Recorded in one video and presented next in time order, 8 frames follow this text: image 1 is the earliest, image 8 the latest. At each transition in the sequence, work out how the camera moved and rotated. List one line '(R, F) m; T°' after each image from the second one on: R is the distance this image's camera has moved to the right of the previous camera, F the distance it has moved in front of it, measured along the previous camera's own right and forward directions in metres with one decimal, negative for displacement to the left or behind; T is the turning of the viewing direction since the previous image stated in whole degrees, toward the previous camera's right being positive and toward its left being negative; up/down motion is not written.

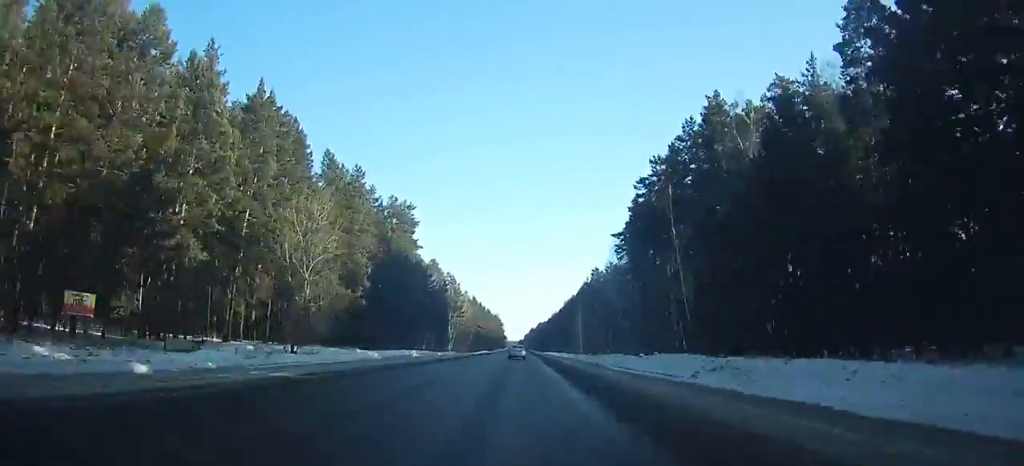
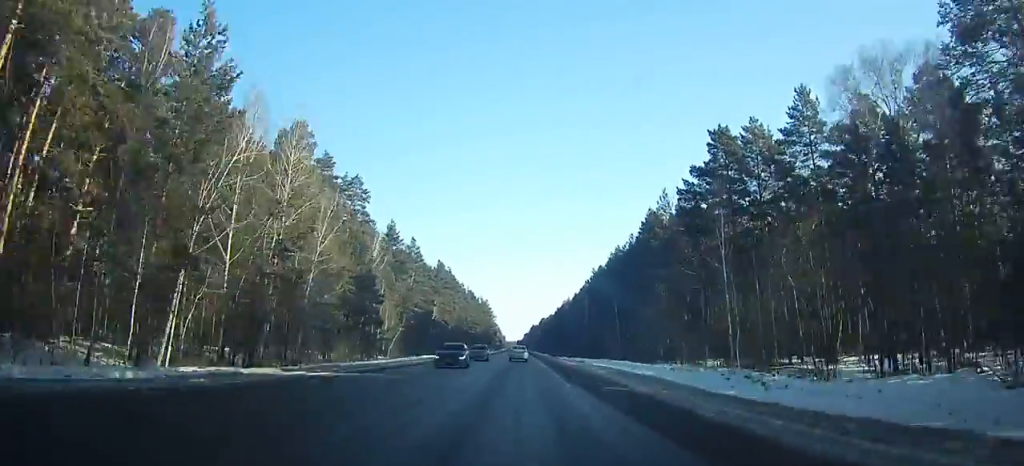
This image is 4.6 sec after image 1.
(+0.2, +107.1) m; 0°
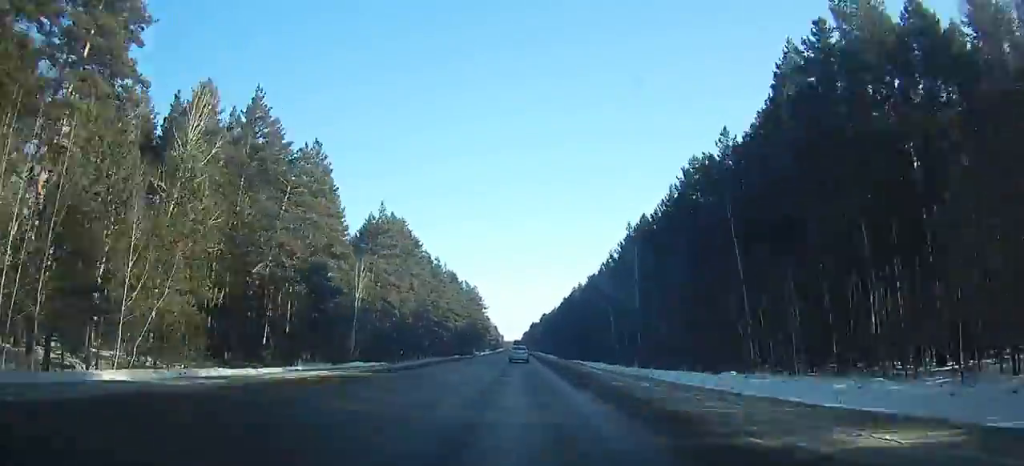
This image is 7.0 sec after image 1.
(-0.3, +55.2) m; 0°
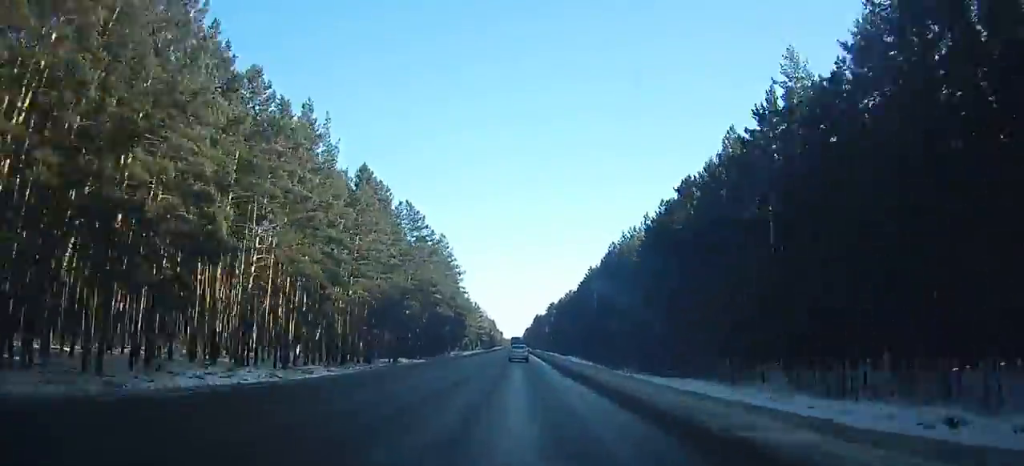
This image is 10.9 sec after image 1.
(+0.2, +89.3) m; 0°
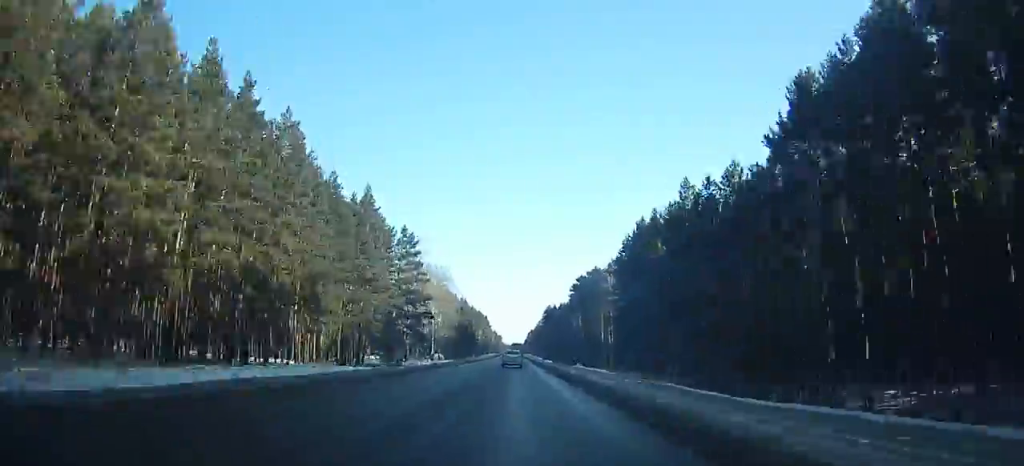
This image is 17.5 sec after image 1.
(-0.8, +151.1) m; 0°
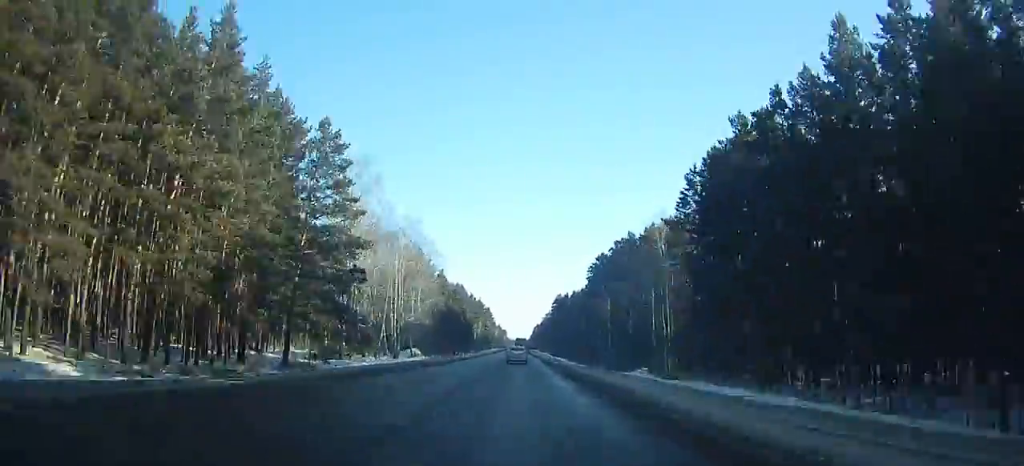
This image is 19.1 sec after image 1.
(+0.1, +36.6) m; 0°
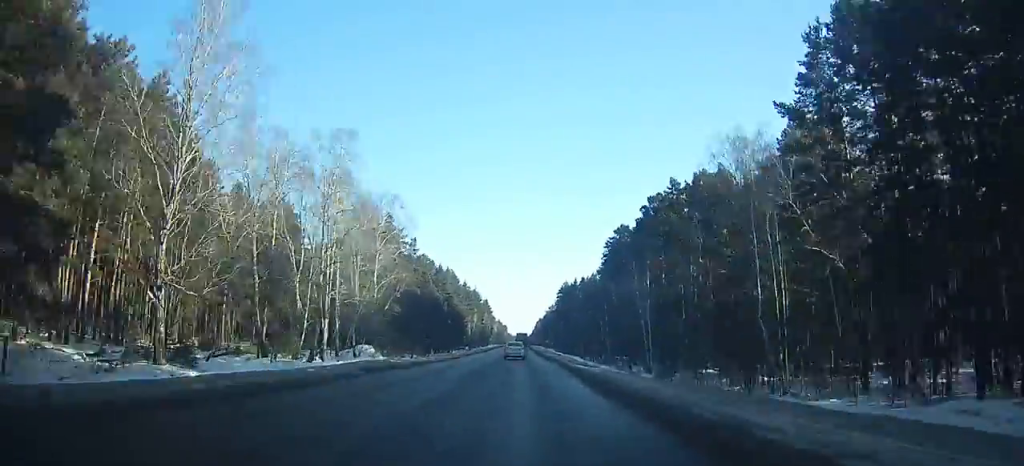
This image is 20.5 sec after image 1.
(0.0, +32.1) m; 0°
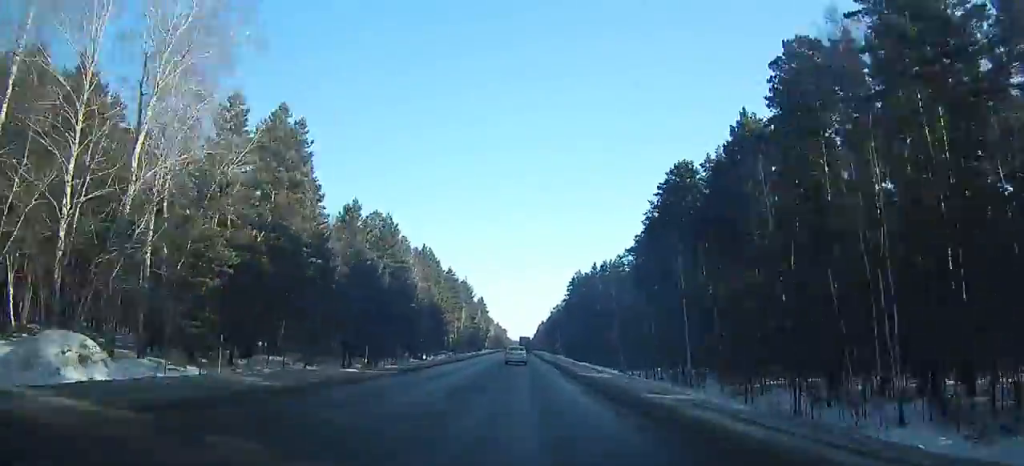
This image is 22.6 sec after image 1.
(0.0, +48.0) m; 0°
